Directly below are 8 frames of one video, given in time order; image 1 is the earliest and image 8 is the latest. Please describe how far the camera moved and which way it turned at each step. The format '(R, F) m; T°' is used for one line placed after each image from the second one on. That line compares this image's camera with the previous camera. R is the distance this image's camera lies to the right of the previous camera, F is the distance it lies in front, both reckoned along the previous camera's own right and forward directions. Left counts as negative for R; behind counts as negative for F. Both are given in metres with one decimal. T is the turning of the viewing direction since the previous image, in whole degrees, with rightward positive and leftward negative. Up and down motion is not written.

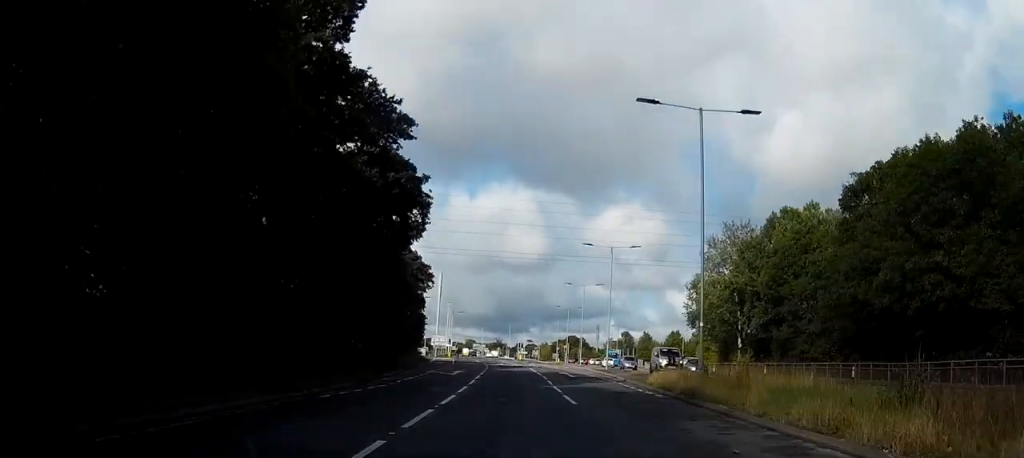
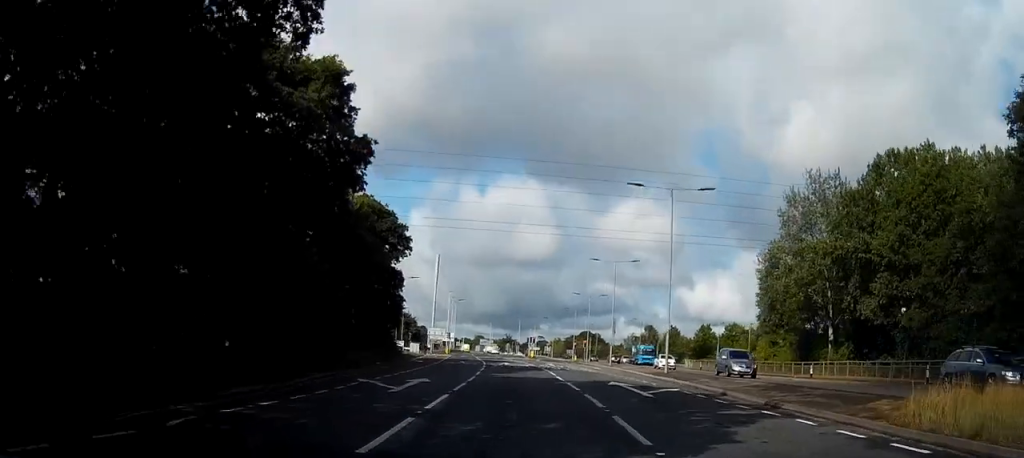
(-0.1, +21.4) m; -1°
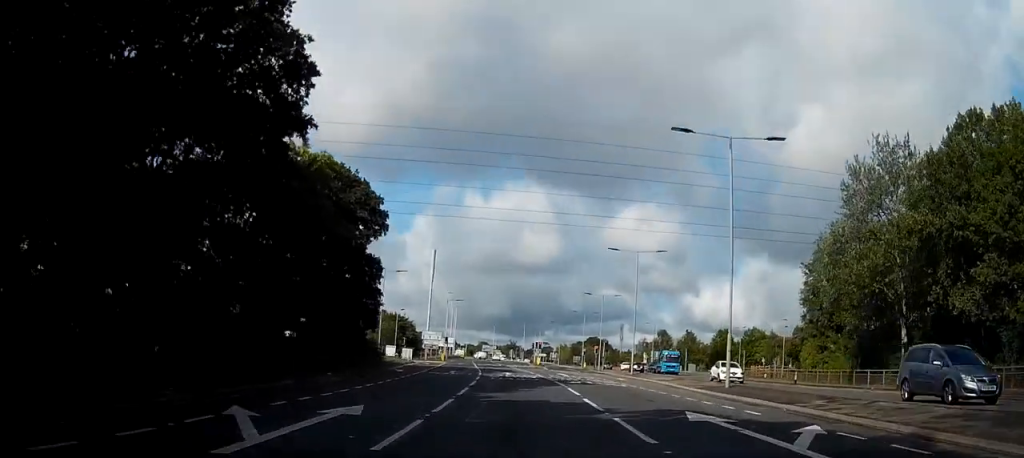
(0.0, +11.3) m; 0°
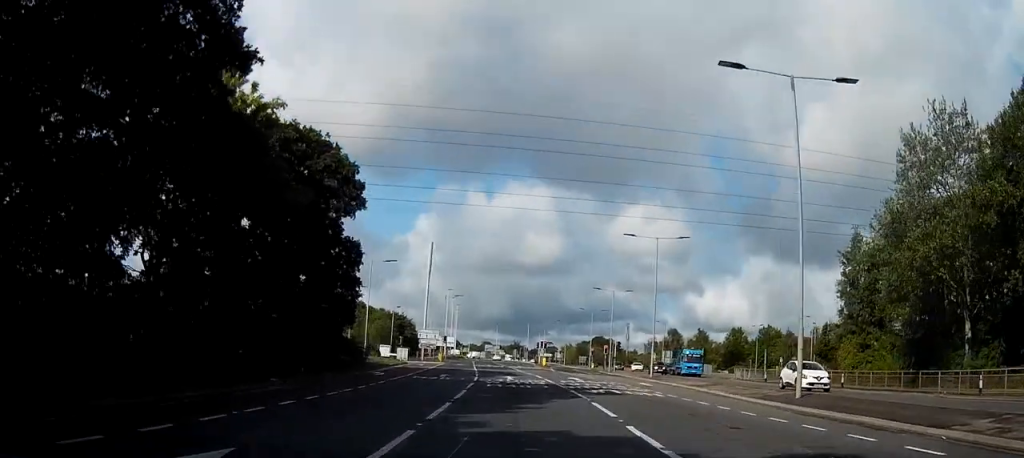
(0.0, +7.3) m; 0°
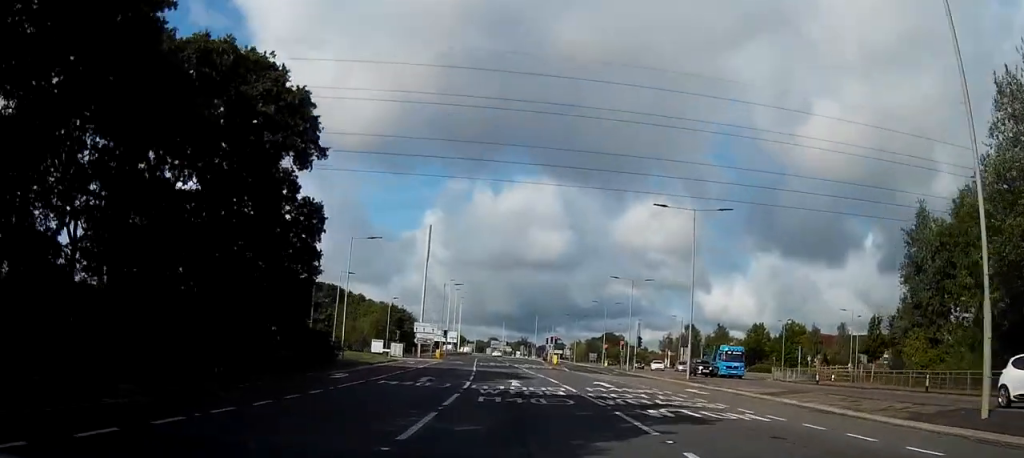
(0.0, +9.5) m; 0°
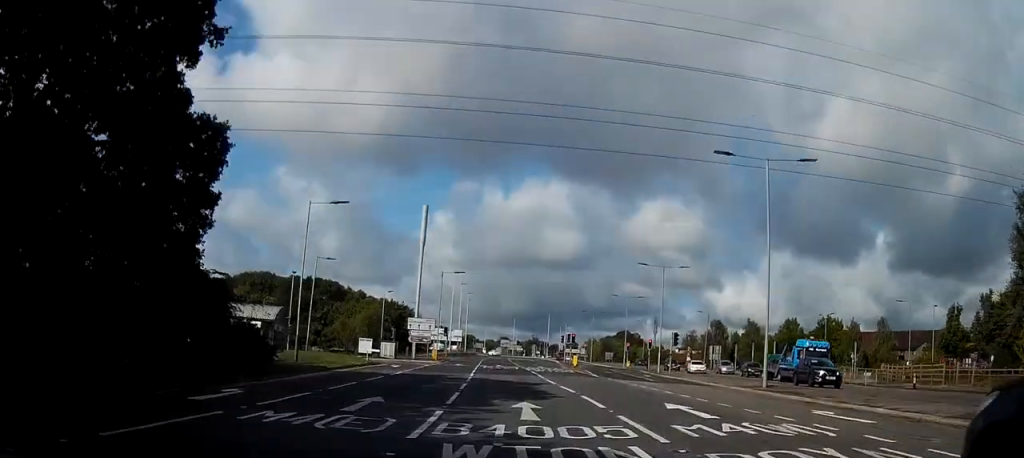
(-0.1, +12.3) m; 0°
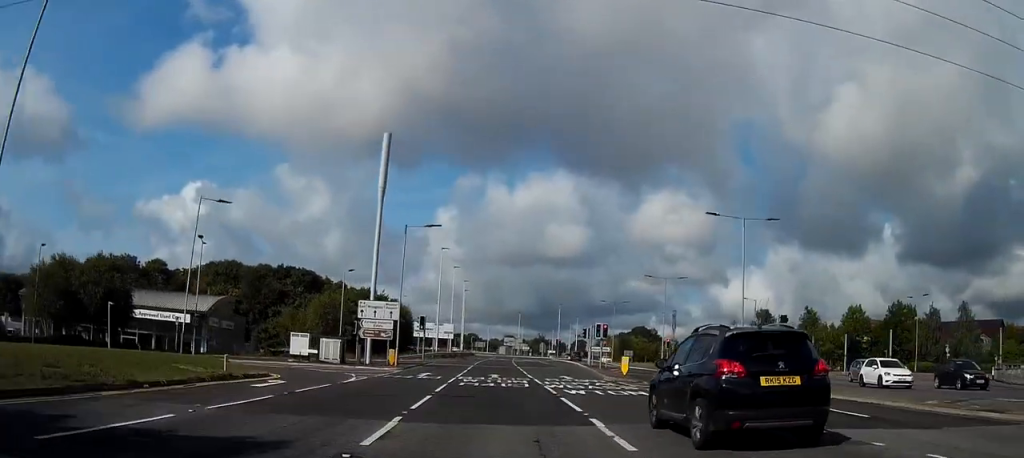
(-0.1, +23.8) m; -1°
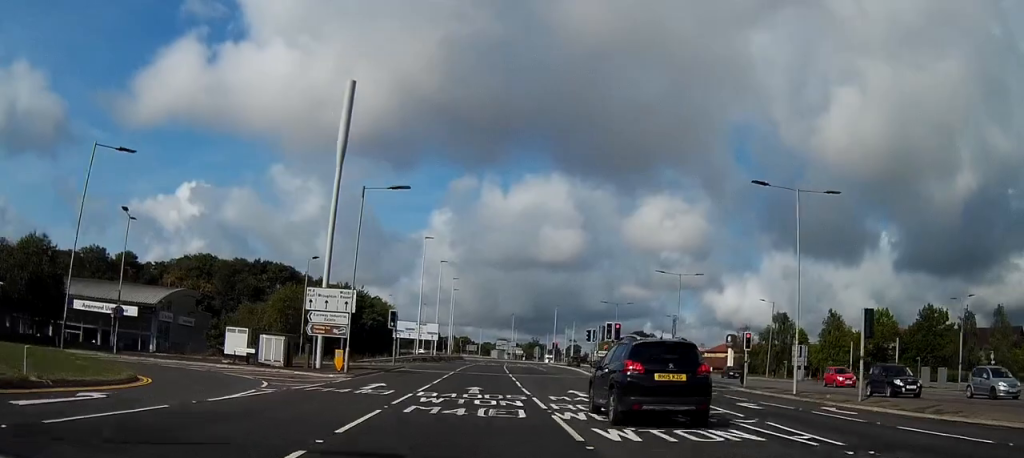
(0.0, +10.2) m; 0°
